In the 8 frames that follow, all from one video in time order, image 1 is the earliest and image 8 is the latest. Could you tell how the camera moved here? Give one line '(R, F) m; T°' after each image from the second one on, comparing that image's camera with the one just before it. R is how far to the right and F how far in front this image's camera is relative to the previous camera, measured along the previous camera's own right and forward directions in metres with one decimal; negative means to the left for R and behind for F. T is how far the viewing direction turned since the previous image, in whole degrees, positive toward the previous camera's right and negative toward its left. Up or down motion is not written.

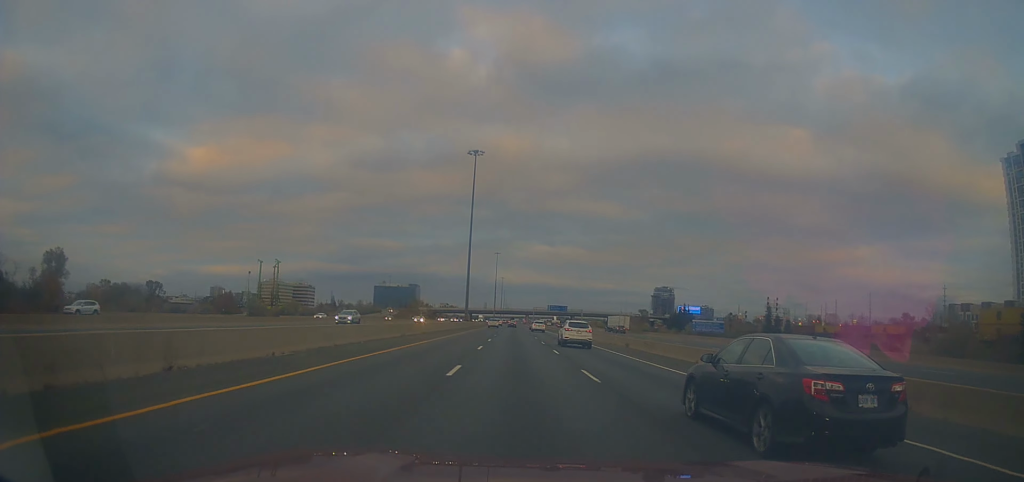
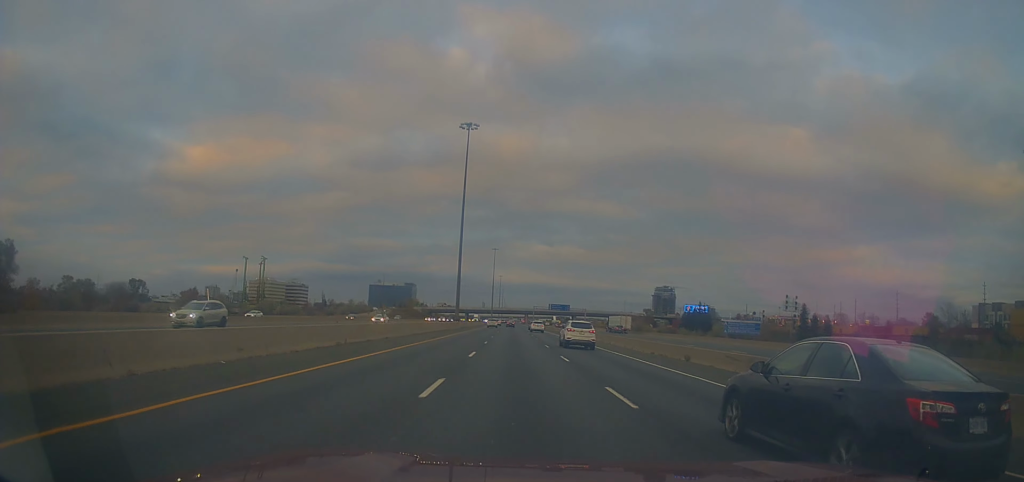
(-0.2, +16.8) m; +1°
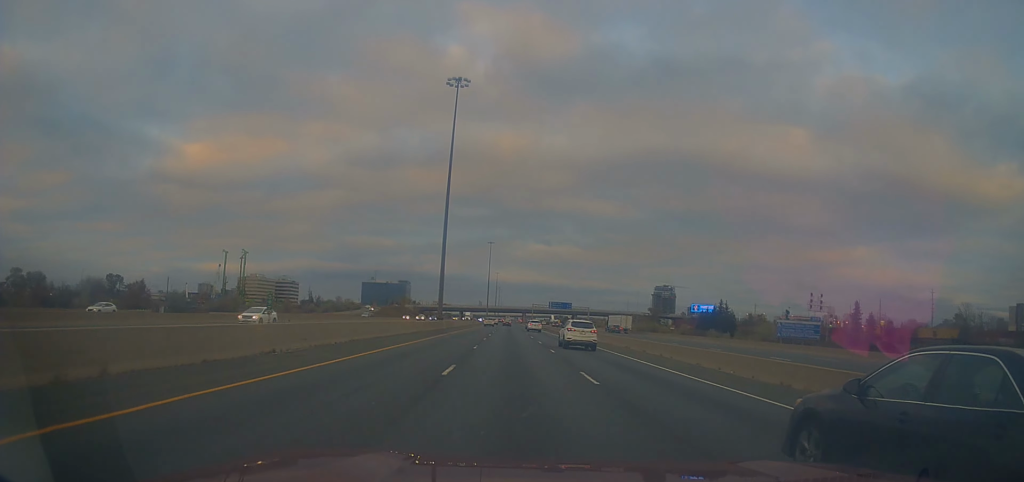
(+0.4, +19.7) m; 0°
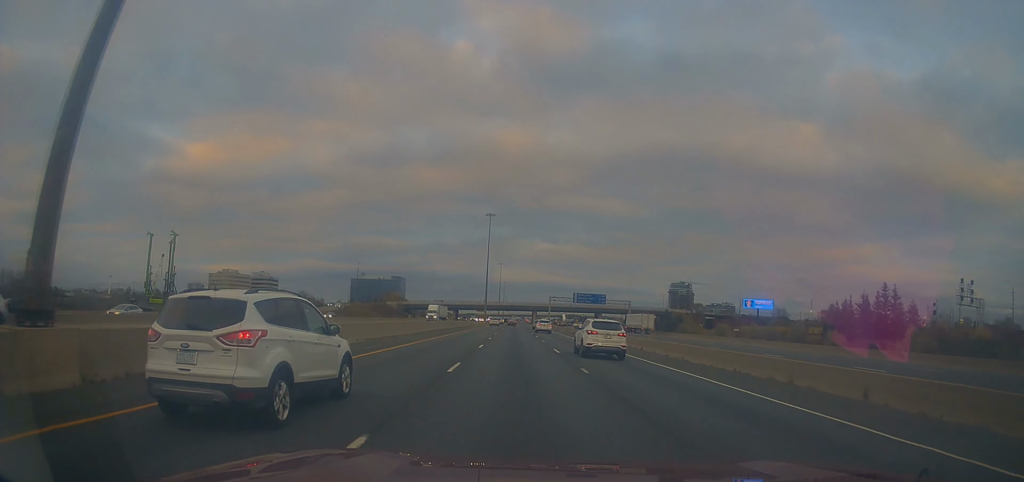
(-1.3, +69.1) m; 0°
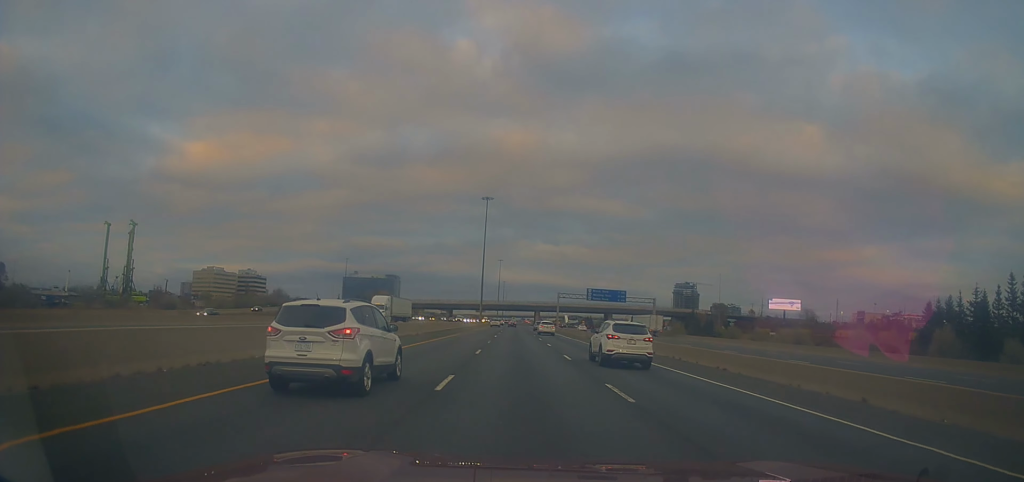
(+0.7, +27.6) m; 0°
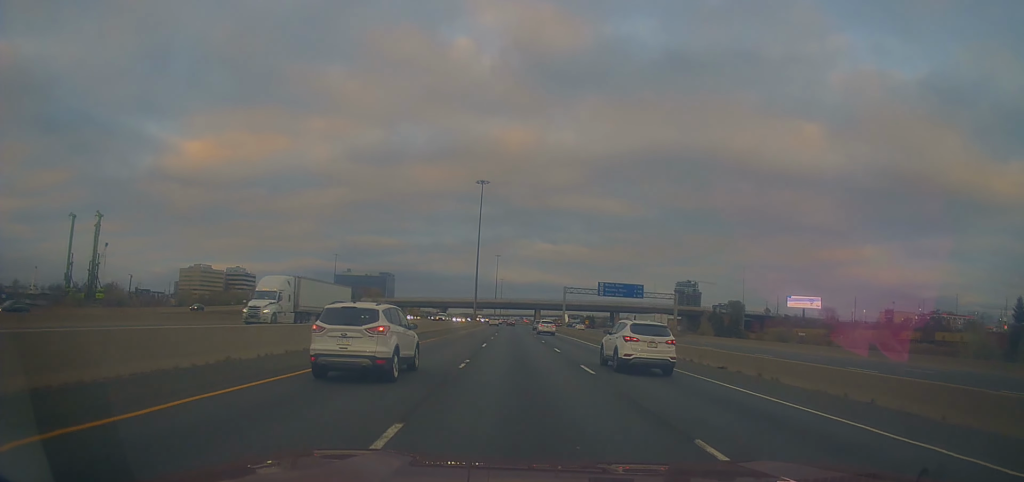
(-0.2, +18.8) m; -1°
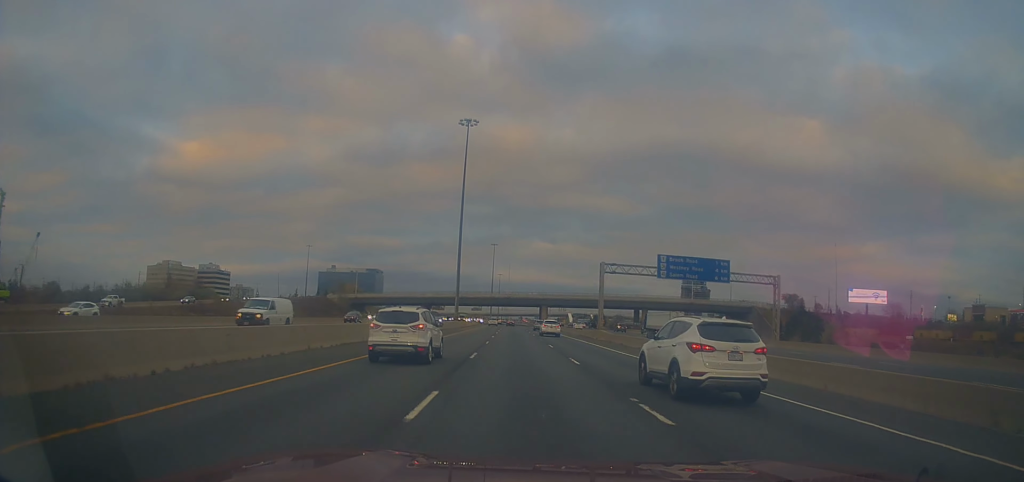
(-0.9, +45.5) m; 0°
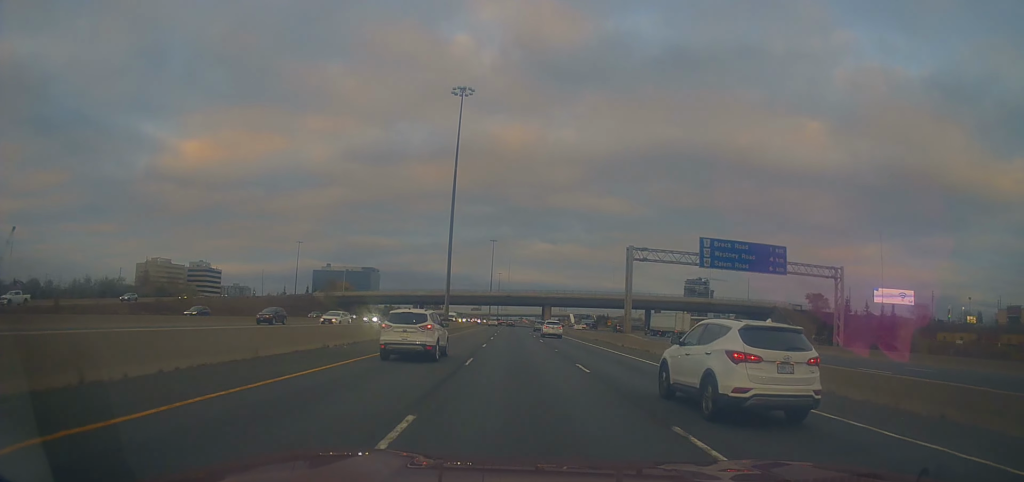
(+0.2, +14.8) m; +1°
